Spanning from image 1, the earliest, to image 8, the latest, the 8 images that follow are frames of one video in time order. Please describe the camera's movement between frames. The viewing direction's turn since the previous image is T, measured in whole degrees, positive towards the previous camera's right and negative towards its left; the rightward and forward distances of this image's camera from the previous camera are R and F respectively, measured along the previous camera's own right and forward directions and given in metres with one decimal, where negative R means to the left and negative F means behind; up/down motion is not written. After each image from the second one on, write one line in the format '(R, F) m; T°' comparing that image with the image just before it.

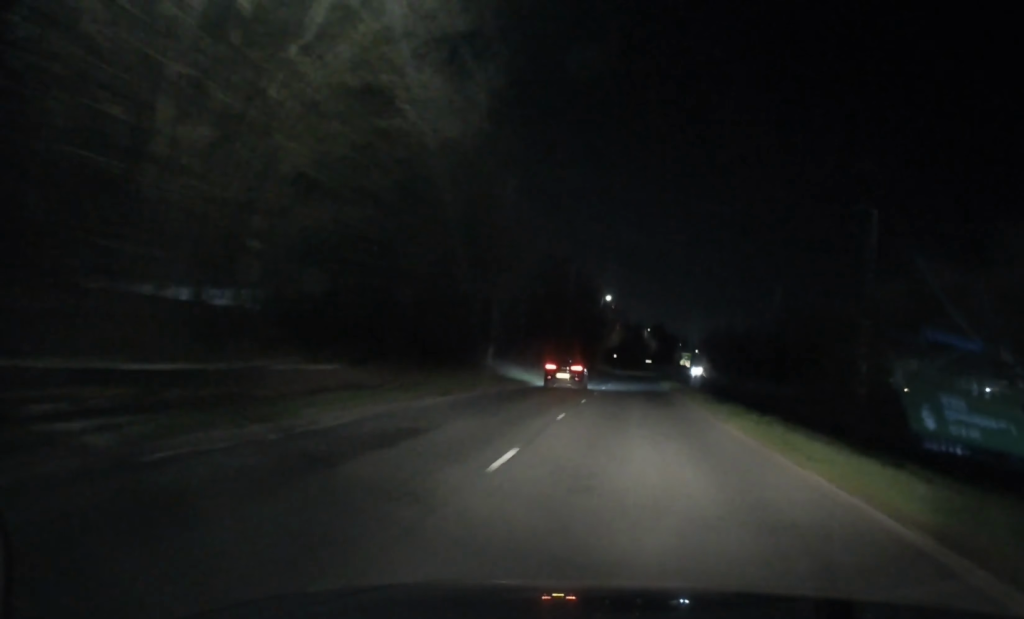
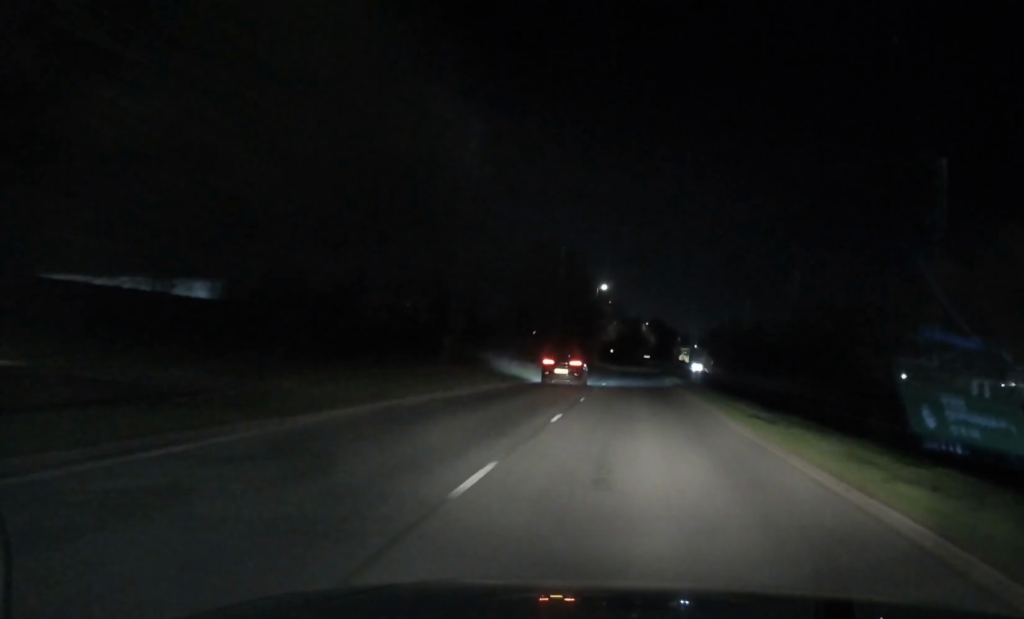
(+0.2, +9.4) m; +1°
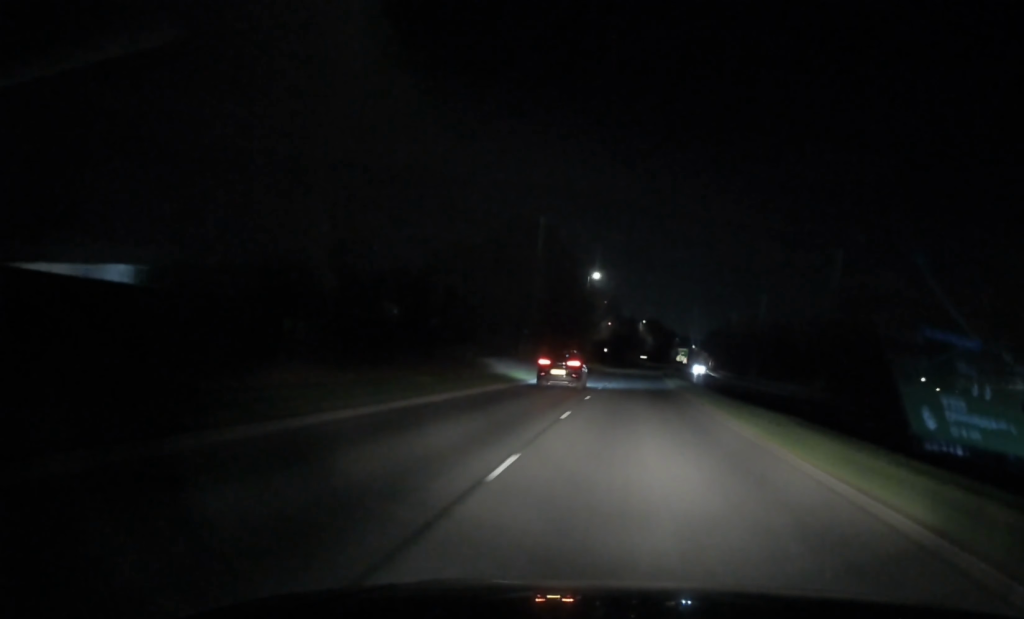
(+0.2, +16.6) m; +1°
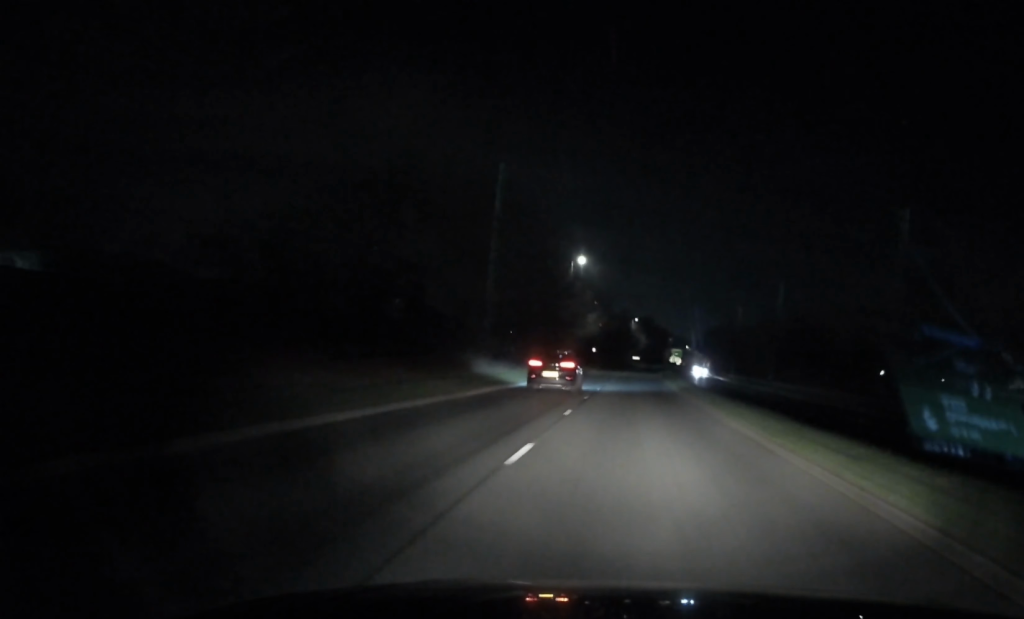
(0.0, +15.9) m; 0°
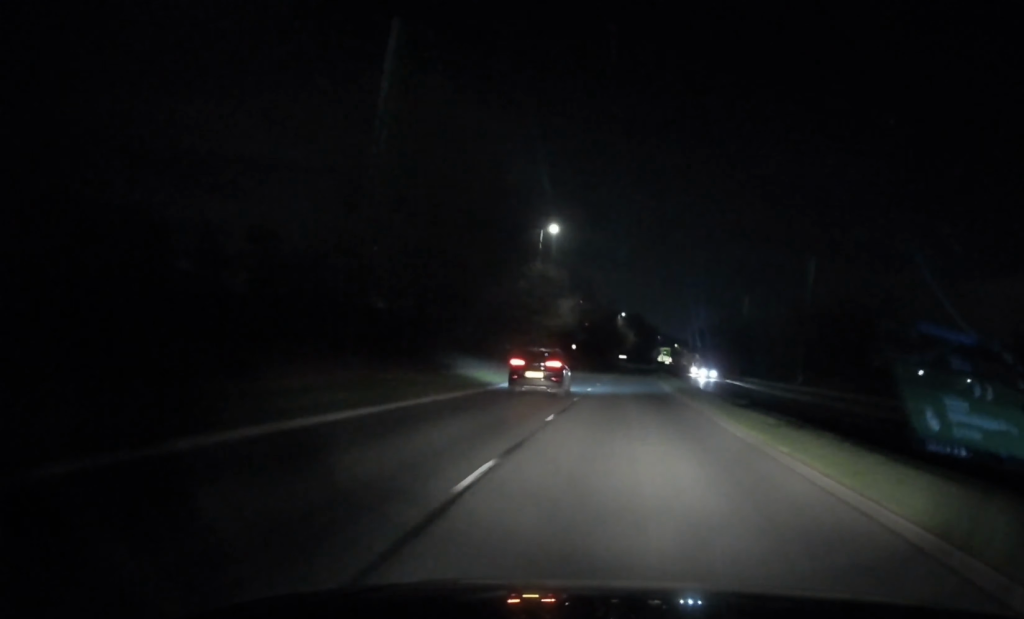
(0.0, +18.8) m; +1°
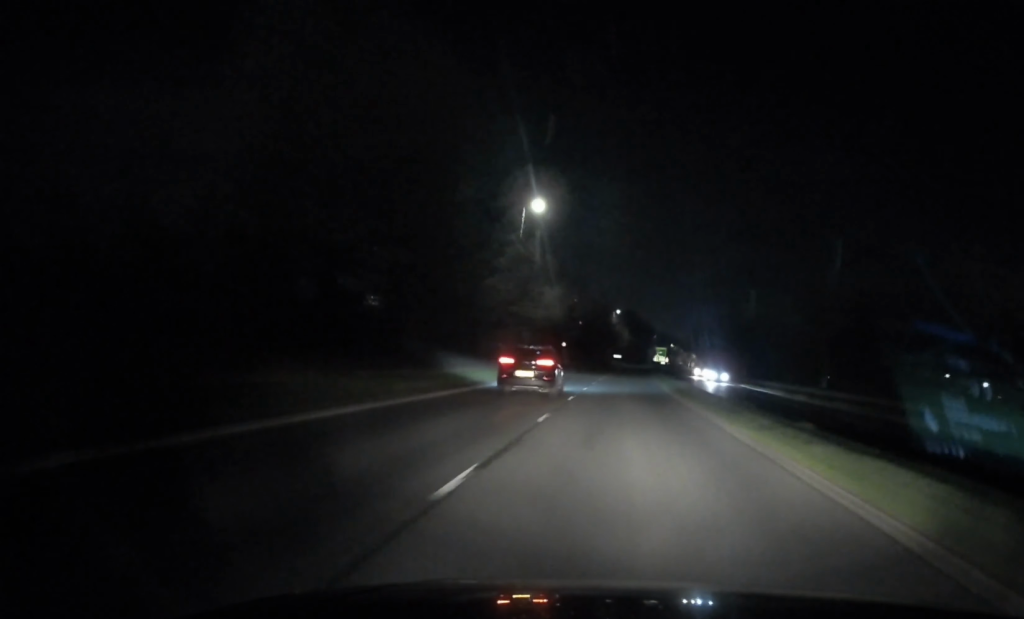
(-0.1, +9.3) m; 0°
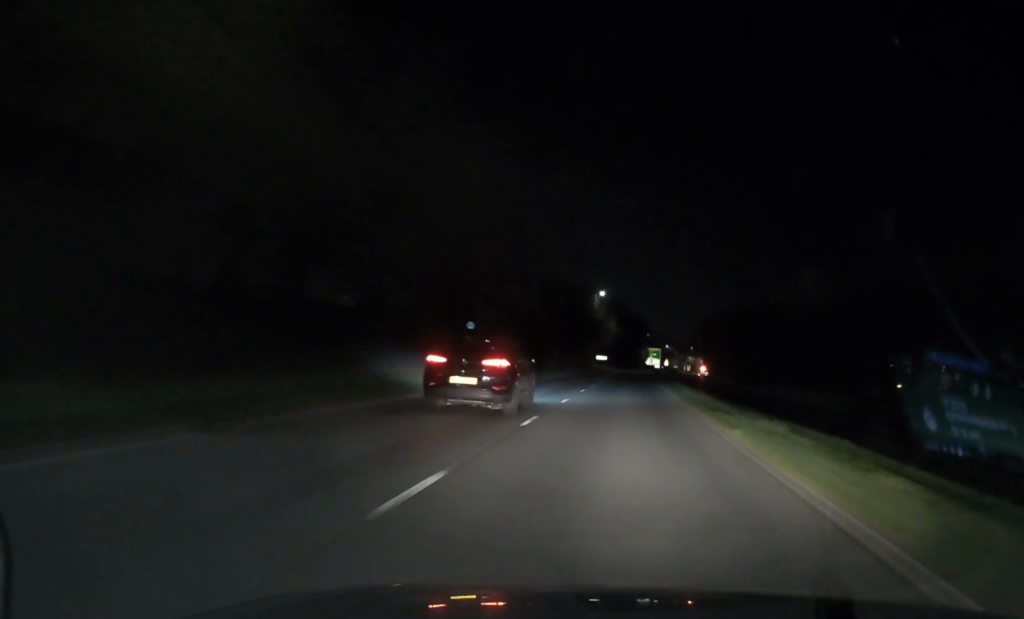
(+1.2, +51.6) m; +2°
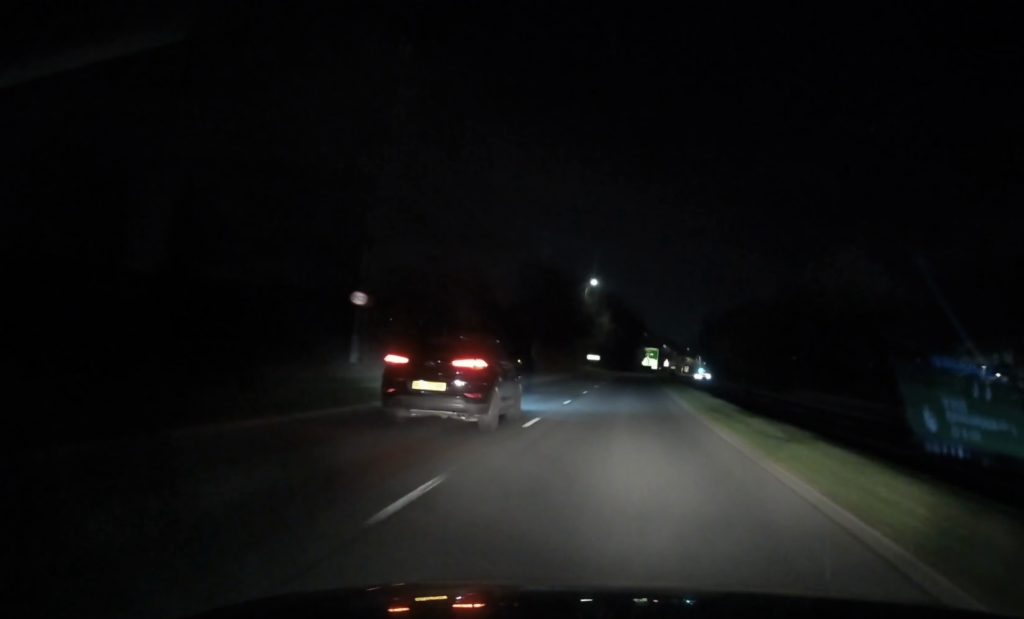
(+0.1, +17.6) m; 0°
